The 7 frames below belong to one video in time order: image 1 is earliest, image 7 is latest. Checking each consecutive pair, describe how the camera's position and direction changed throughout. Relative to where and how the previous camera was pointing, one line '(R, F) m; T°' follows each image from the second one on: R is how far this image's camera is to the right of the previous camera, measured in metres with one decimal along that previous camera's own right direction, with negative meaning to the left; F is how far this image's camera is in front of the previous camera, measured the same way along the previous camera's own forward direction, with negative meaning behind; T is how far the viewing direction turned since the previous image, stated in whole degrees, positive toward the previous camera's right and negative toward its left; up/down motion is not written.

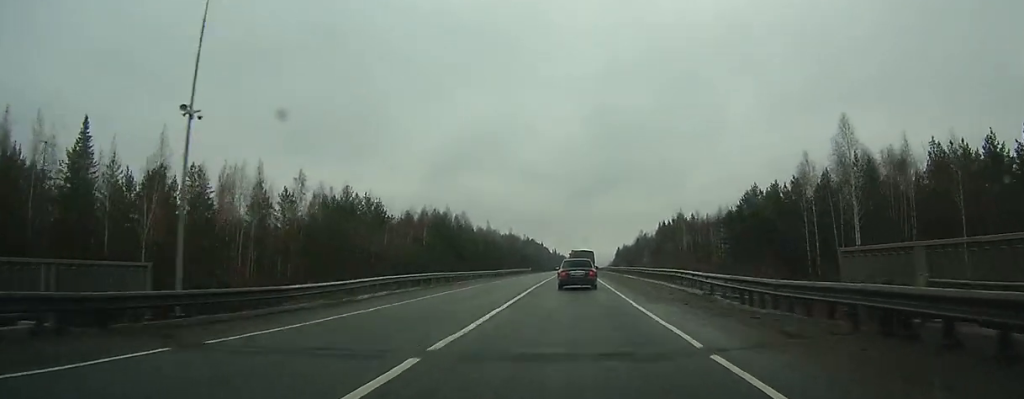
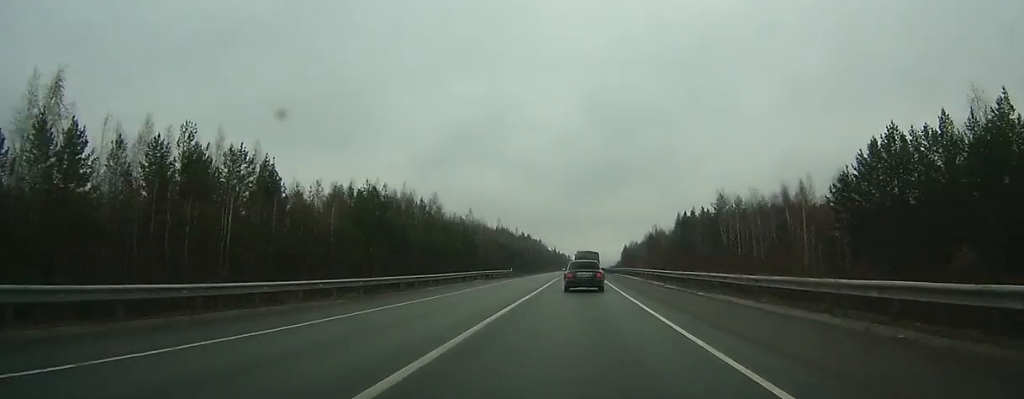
(-0.2, +39.6) m; 0°
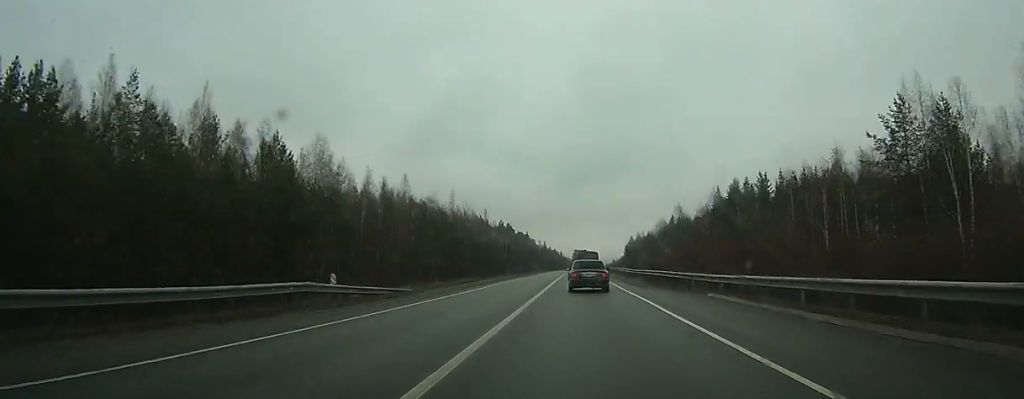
(+0.1, +59.6) m; 0°
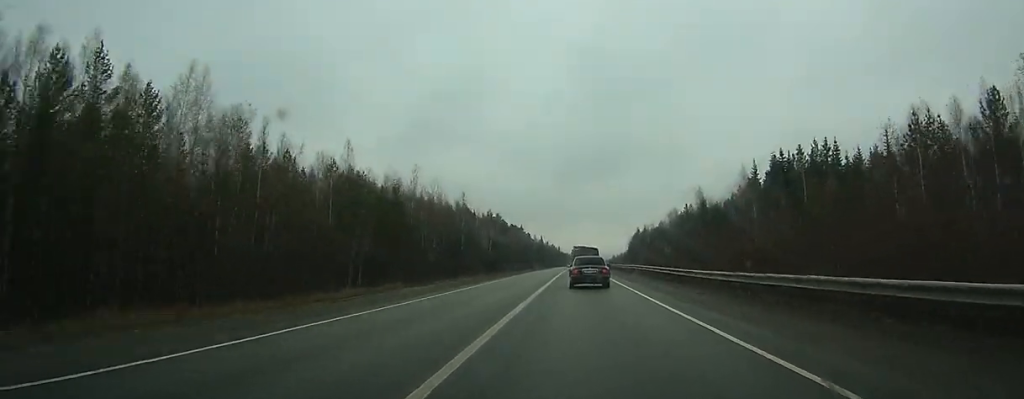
(0.0, +26.4) m; 0°
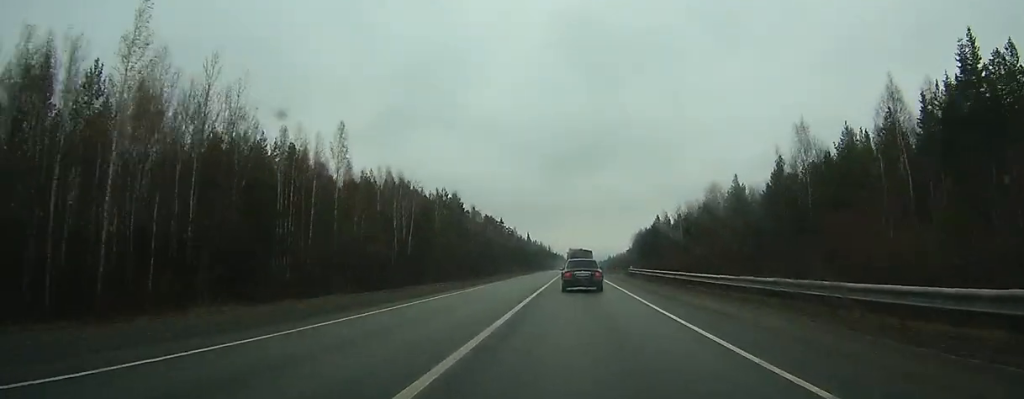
(+0.7, +59.9) m; +1°
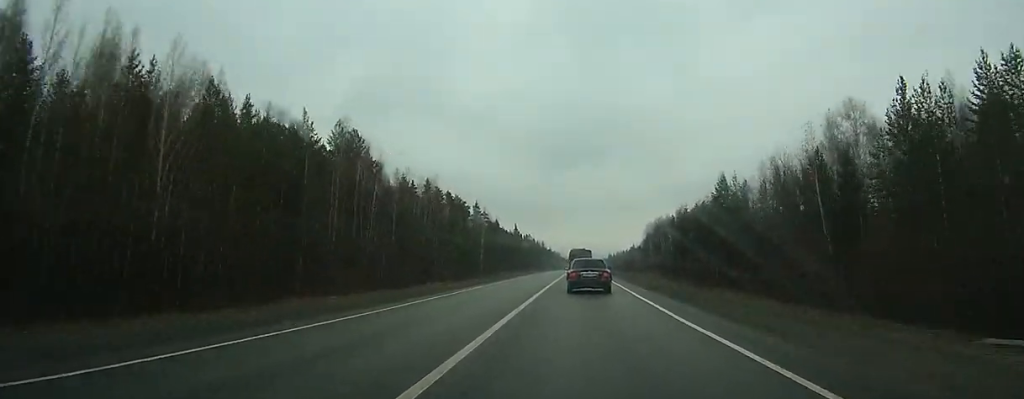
(+0.5, +67.2) m; 0°
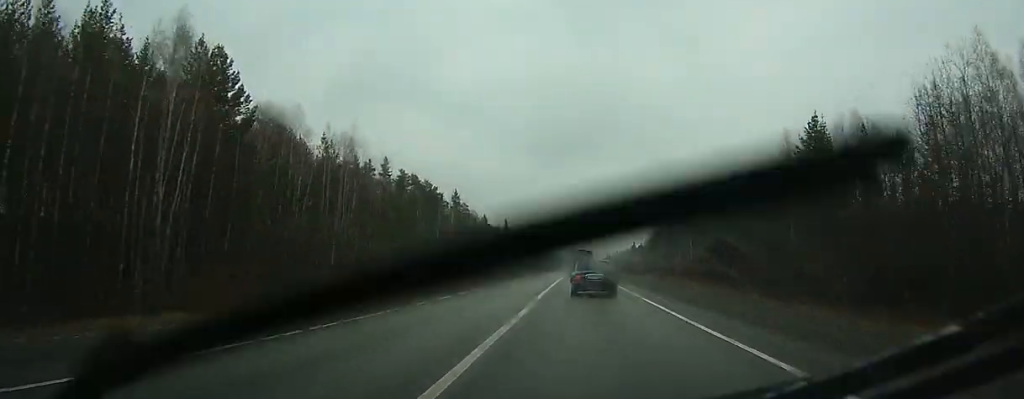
(0.0, +32.9) m; 0°
